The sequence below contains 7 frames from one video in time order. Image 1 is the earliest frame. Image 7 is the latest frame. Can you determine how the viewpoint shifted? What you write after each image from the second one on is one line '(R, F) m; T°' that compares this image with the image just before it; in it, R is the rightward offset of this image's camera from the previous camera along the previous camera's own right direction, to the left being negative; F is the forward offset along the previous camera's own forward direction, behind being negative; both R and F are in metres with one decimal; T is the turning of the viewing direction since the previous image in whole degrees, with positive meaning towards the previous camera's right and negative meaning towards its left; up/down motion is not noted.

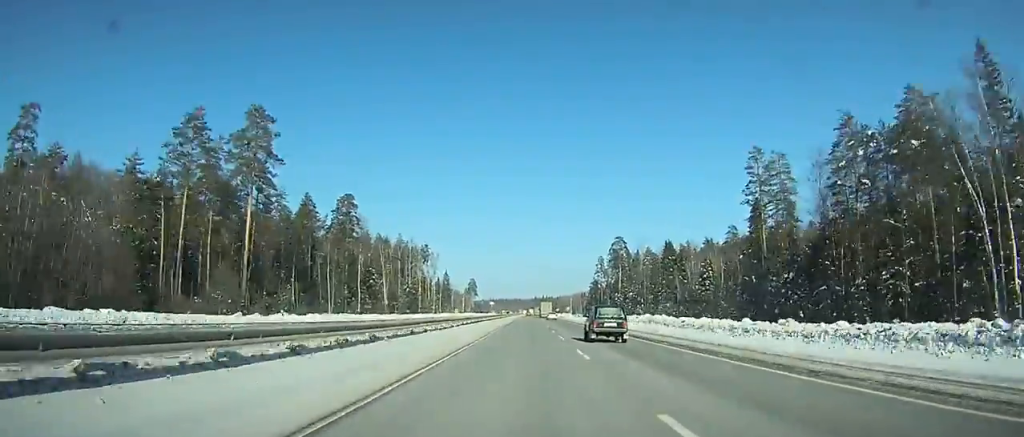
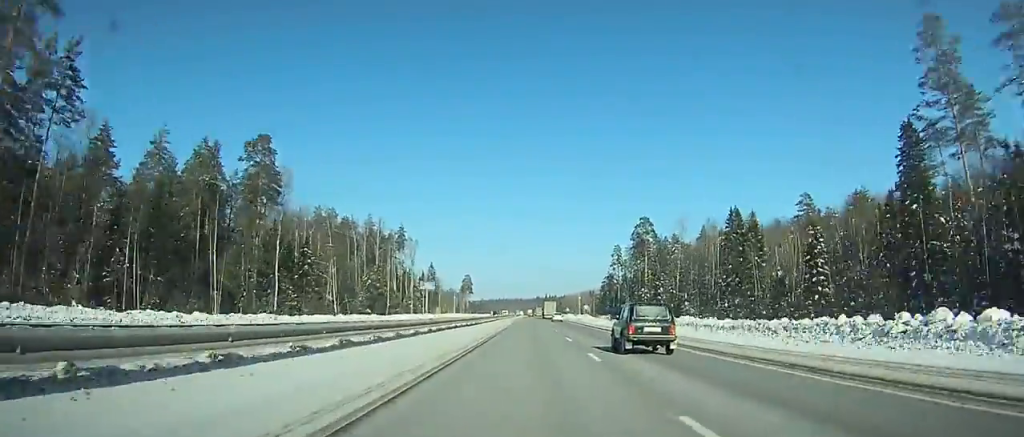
(0.0, +48.5) m; 0°
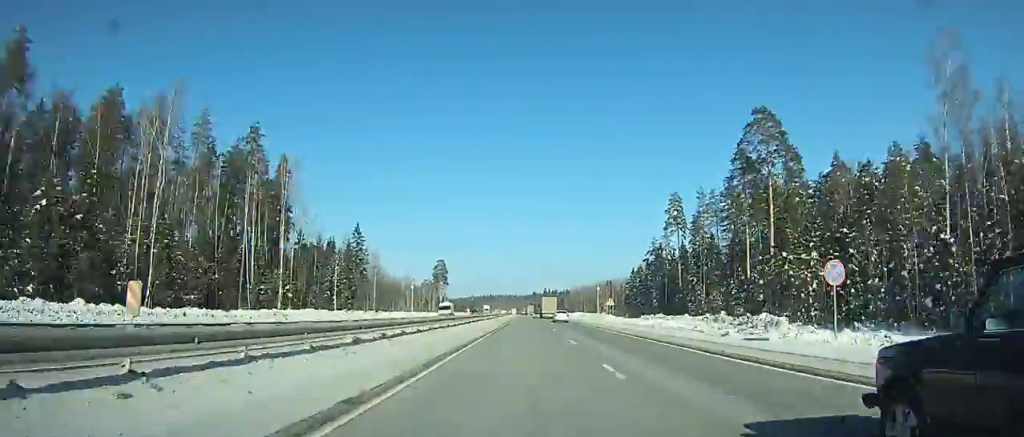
(0.0, +99.7) m; 0°
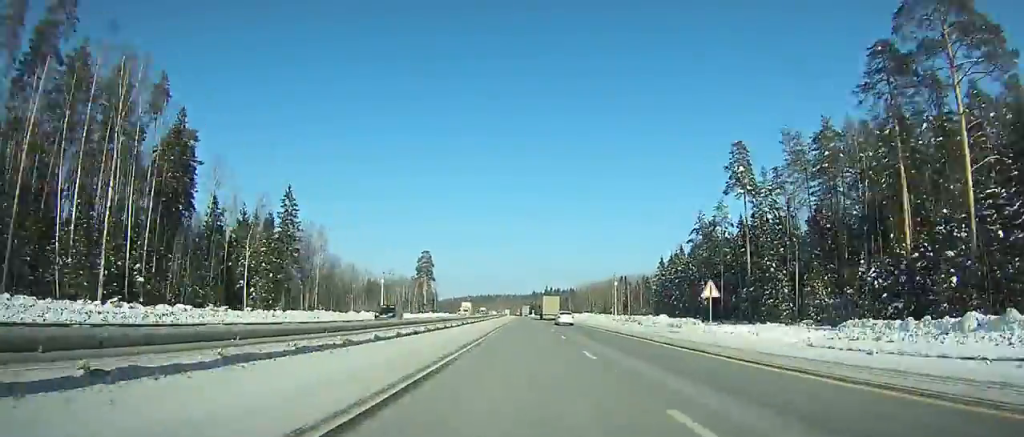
(+0.1, +42.3) m; 0°
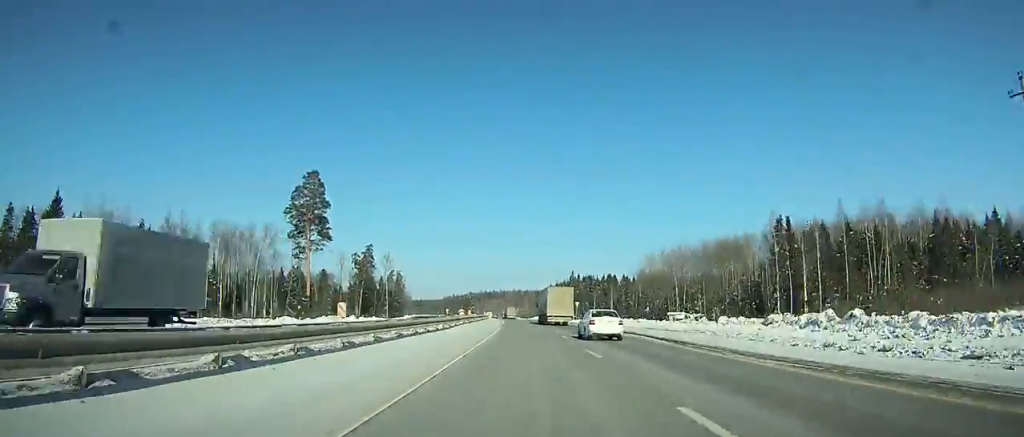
(-1.4, +143.7) m; -2°
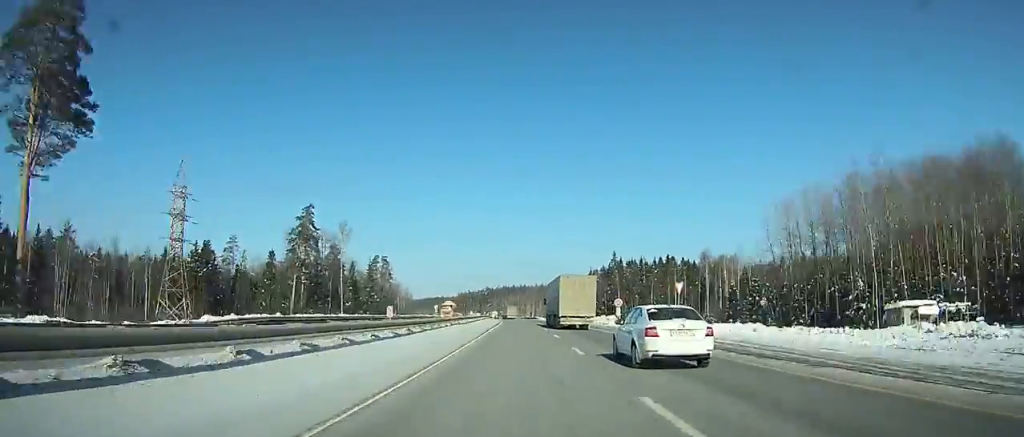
(-0.5, +71.6) m; -2°
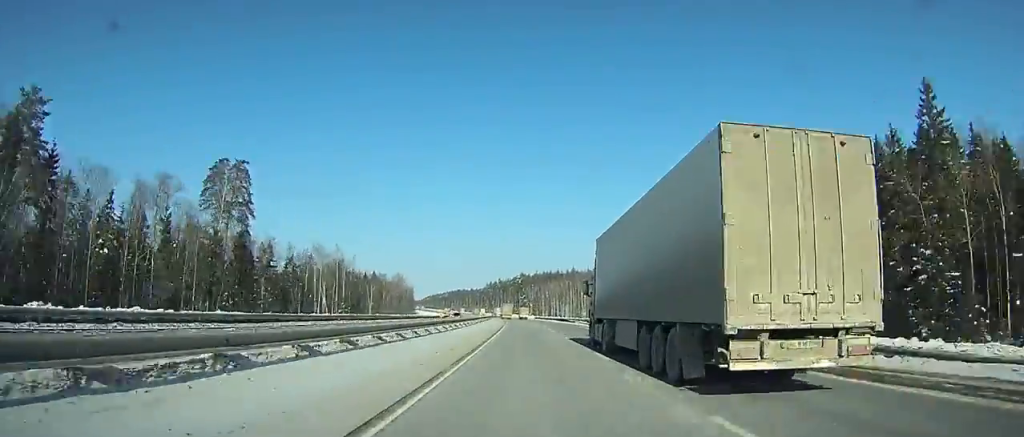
(-5.7, +146.6) m; -4°
